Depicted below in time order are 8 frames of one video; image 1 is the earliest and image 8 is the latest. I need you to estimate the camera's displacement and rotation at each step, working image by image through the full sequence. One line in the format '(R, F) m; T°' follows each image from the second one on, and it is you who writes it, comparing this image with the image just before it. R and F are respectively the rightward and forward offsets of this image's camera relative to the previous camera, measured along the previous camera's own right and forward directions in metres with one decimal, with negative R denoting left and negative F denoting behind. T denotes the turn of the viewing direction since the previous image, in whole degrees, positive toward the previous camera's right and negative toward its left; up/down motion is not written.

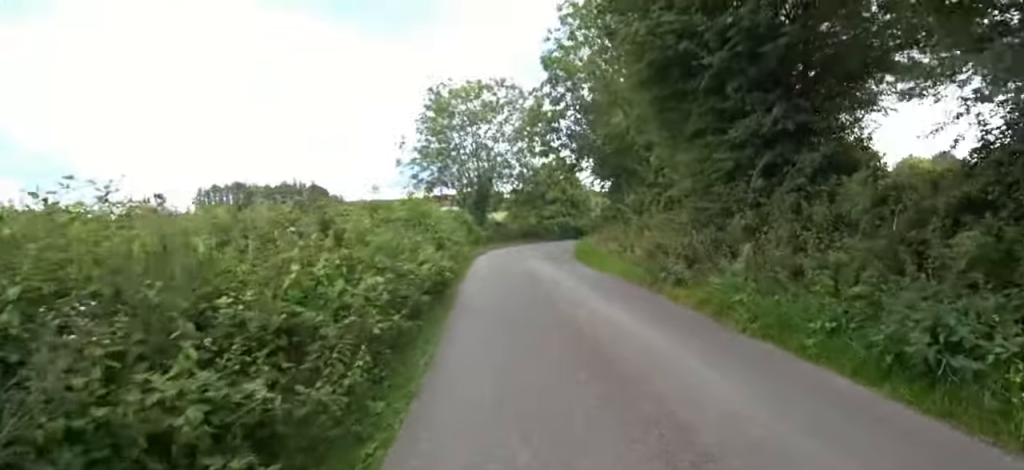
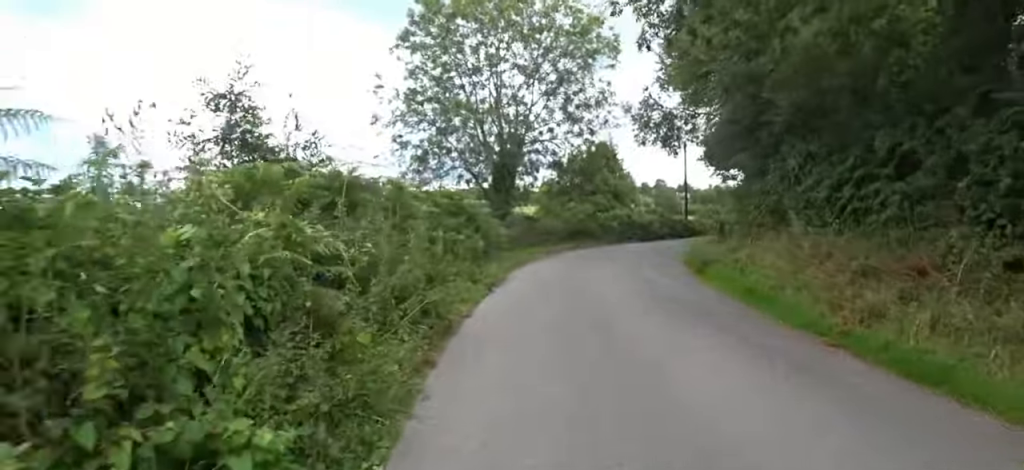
(+1.2, +12.3) m; +10°
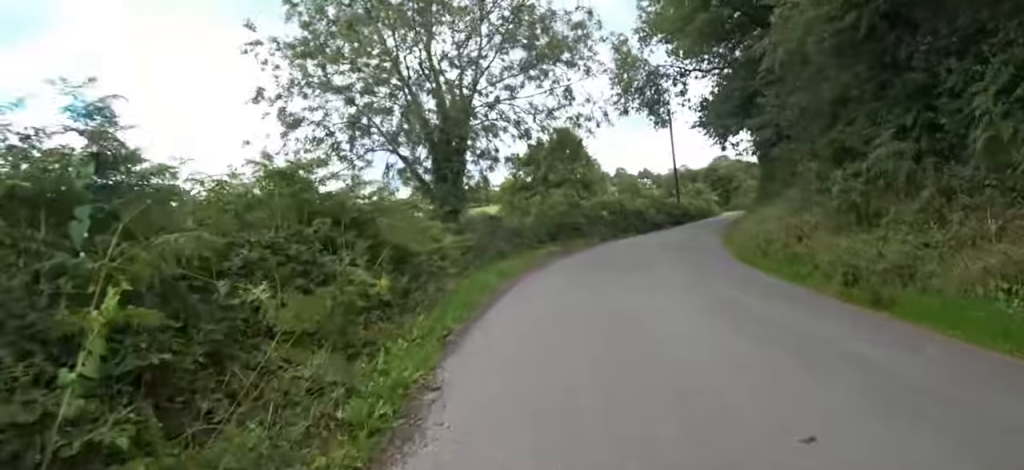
(0.0, +6.4) m; -4°
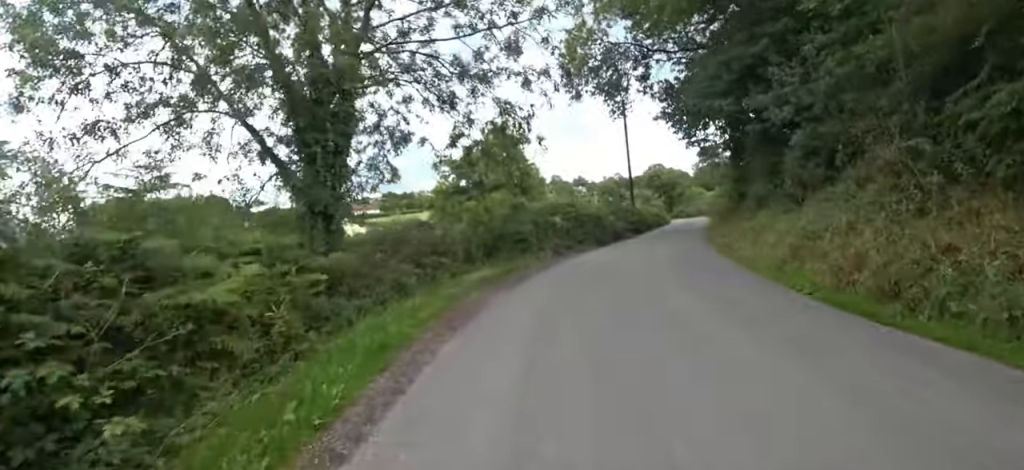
(-0.4, +5.0) m; +1°
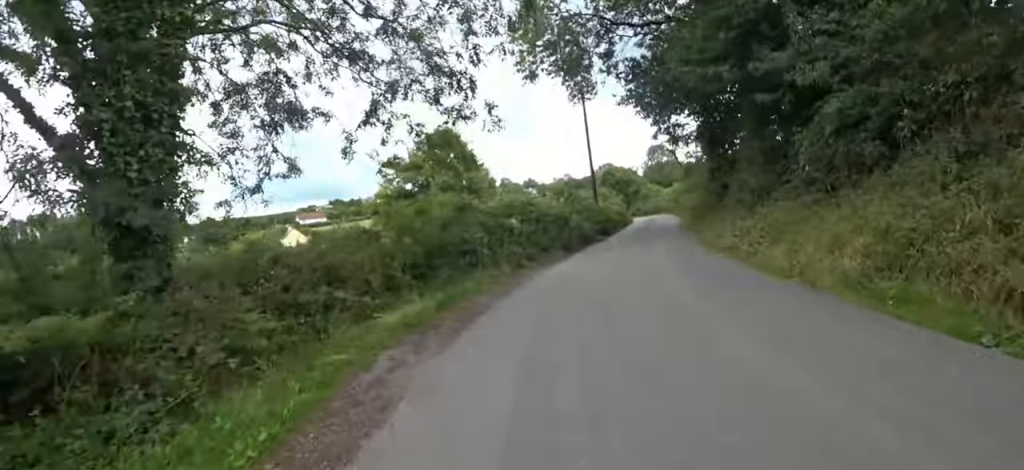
(+0.3, +3.2) m; +13°
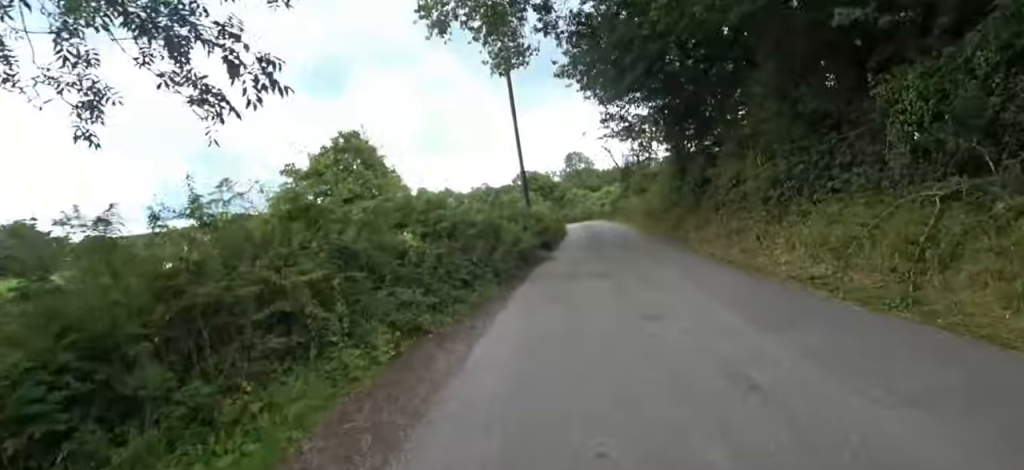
(+1.0, +5.0) m; +11°
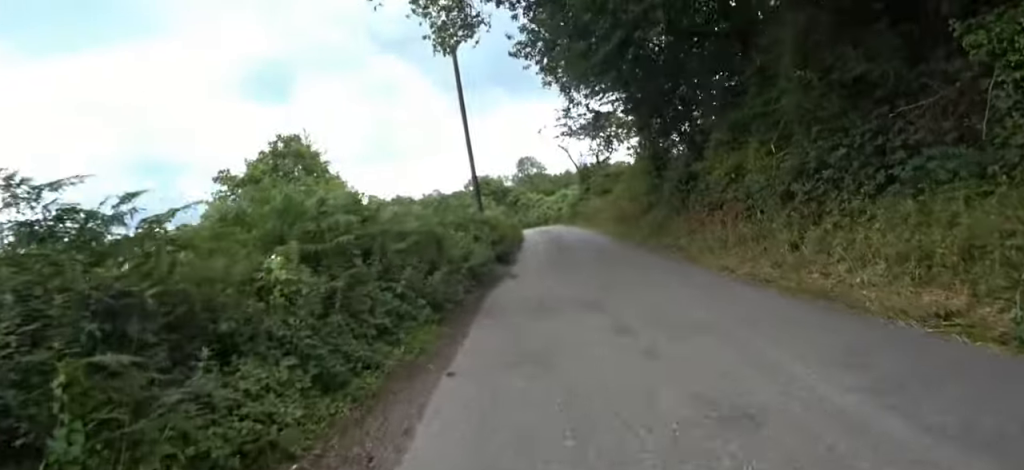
(+0.6, +2.4) m; 0°
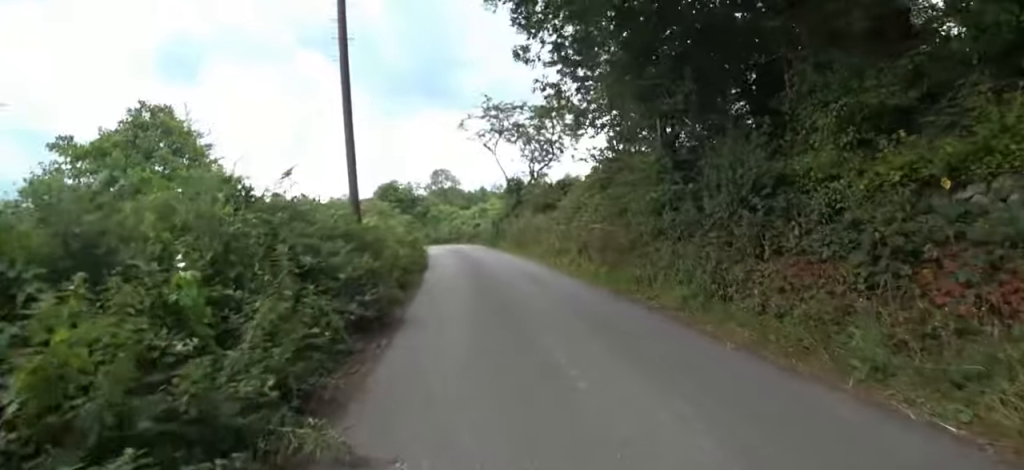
(-1.2, +6.1) m; +1°
